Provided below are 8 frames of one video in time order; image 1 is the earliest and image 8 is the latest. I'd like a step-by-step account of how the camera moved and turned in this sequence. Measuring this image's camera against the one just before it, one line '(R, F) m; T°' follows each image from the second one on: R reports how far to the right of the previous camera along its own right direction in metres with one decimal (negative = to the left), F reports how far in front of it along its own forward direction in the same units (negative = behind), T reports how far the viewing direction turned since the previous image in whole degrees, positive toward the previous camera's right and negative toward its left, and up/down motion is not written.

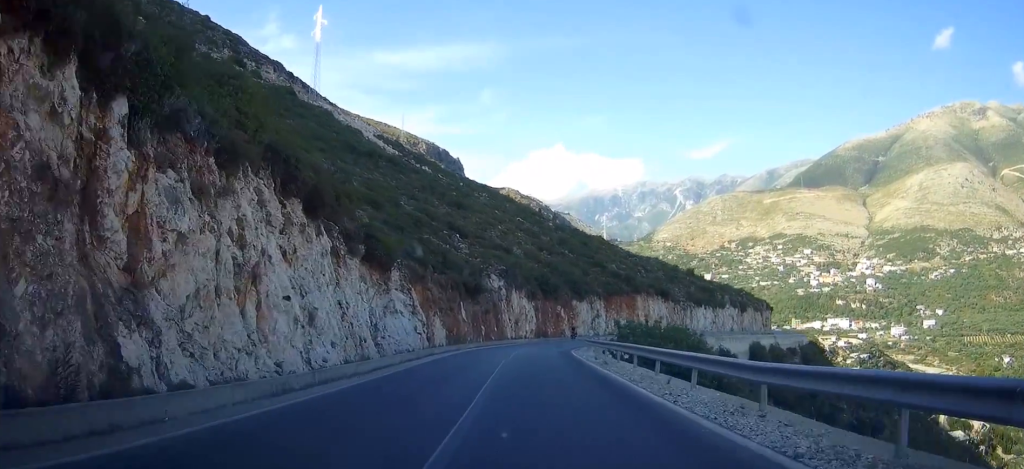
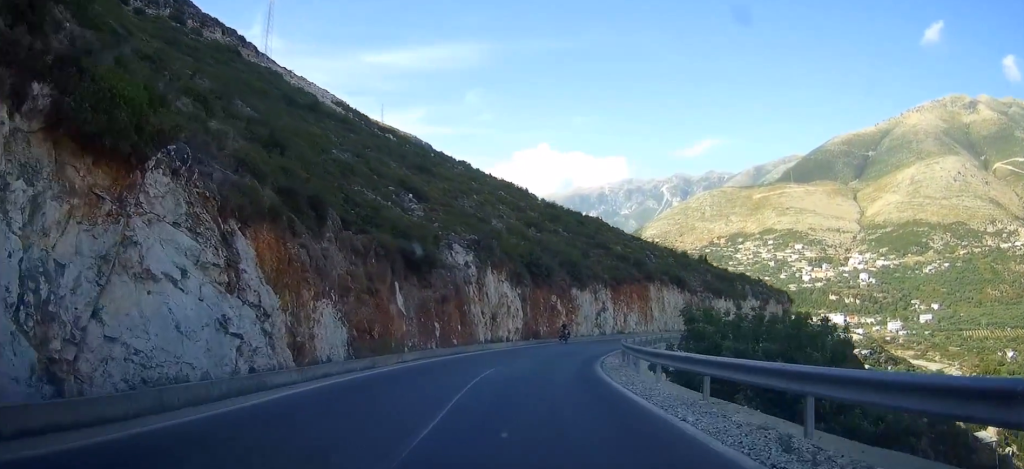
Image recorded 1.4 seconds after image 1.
(+0.3, +22.4) m; +2°
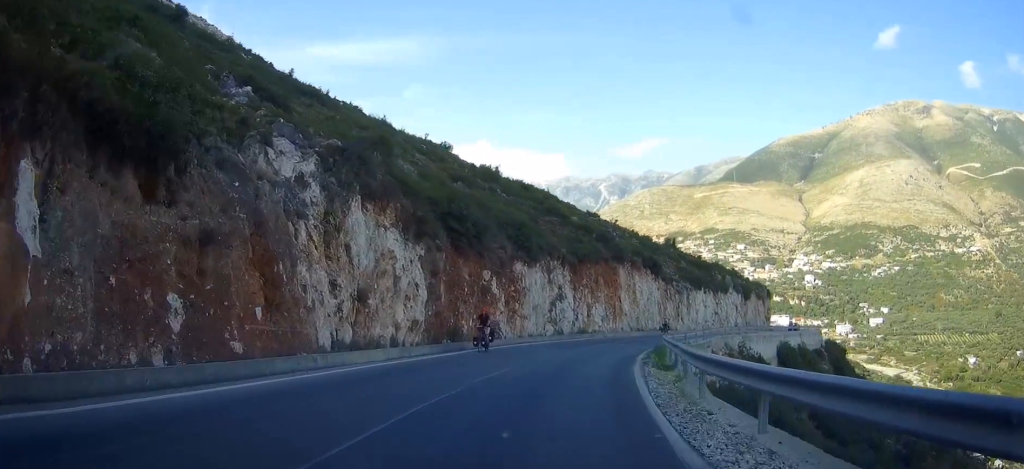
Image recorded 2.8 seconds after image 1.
(+0.8, +23.3) m; +6°
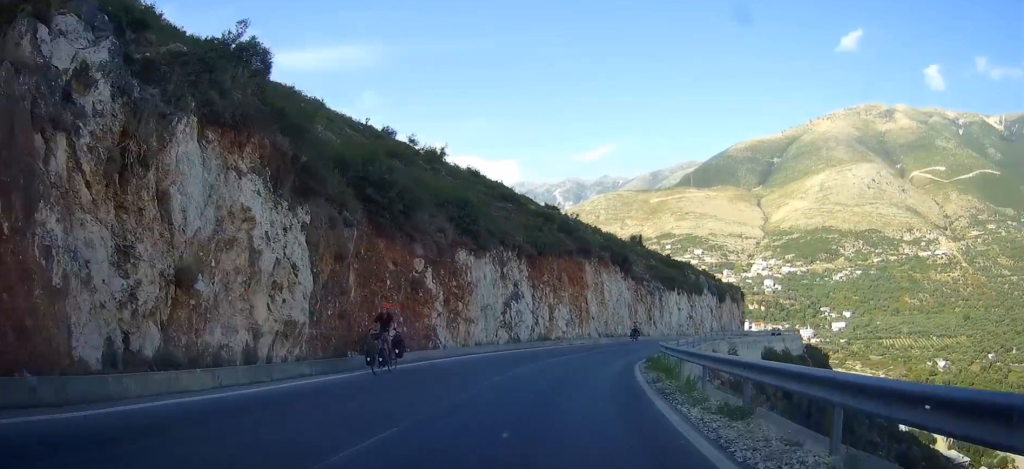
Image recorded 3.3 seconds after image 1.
(+0.2, +9.5) m; +4°
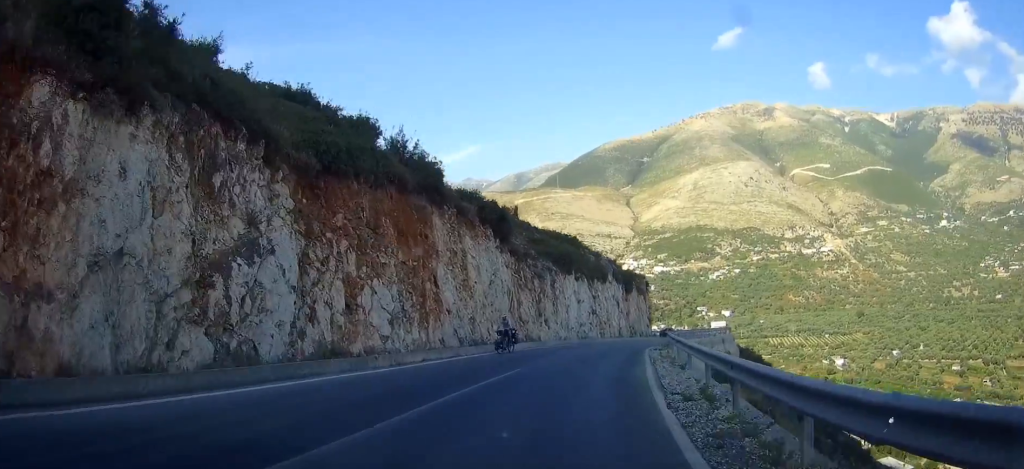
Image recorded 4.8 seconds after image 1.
(+2.4, +24.5) m; +12°
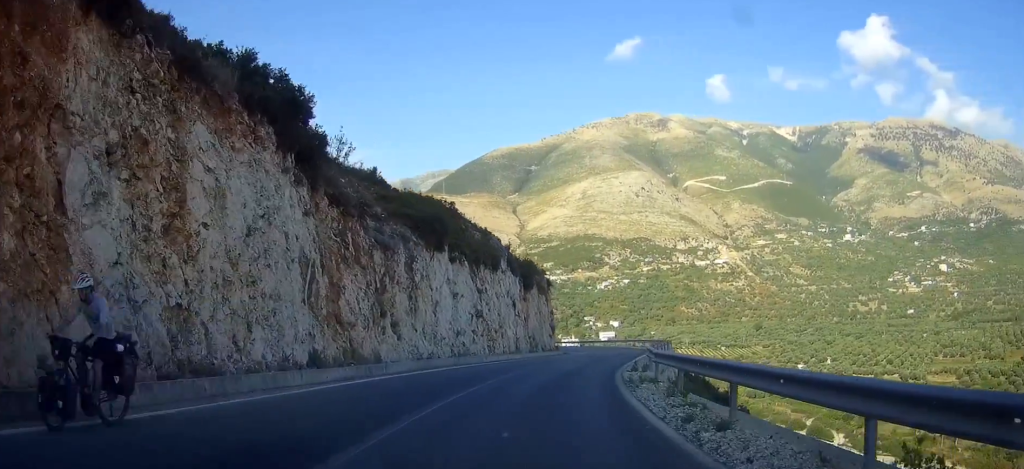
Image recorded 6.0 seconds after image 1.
(+2.1, +20.9) m; +8°
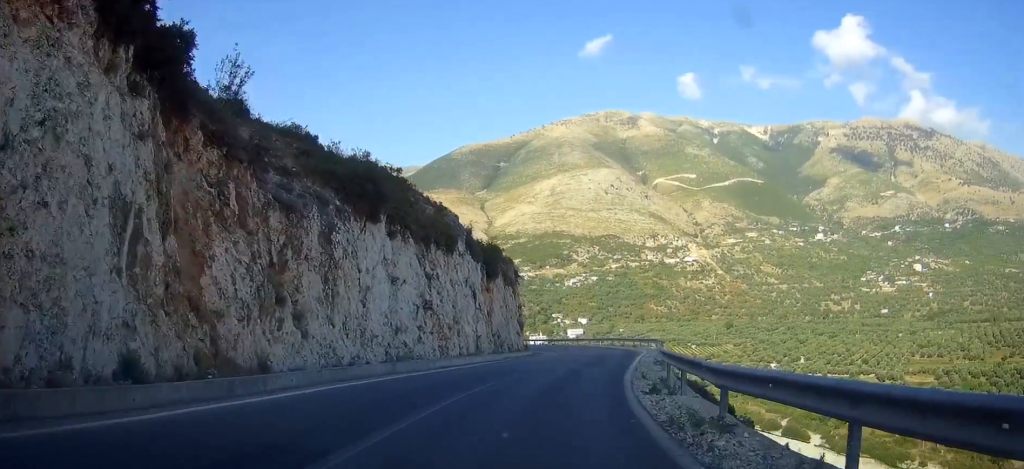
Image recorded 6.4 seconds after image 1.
(+0.1, +8.3) m; +2°
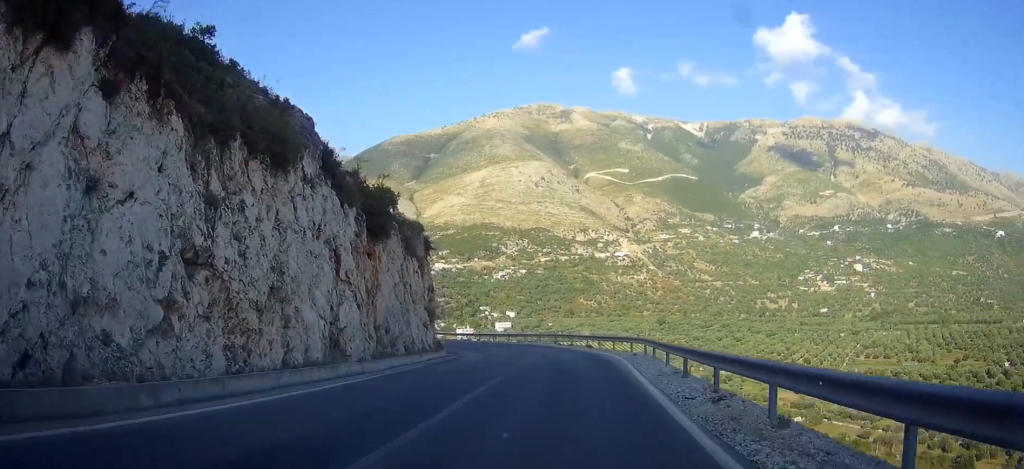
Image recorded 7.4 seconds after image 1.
(+0.3, +16.4) m; +4°
